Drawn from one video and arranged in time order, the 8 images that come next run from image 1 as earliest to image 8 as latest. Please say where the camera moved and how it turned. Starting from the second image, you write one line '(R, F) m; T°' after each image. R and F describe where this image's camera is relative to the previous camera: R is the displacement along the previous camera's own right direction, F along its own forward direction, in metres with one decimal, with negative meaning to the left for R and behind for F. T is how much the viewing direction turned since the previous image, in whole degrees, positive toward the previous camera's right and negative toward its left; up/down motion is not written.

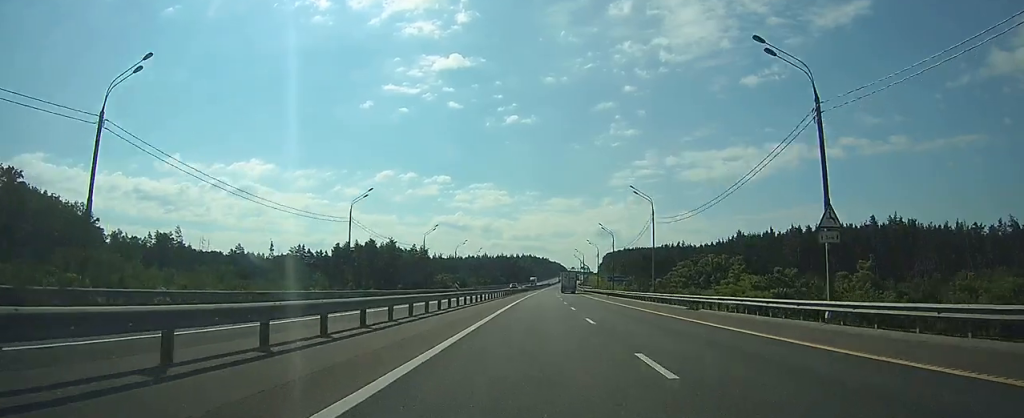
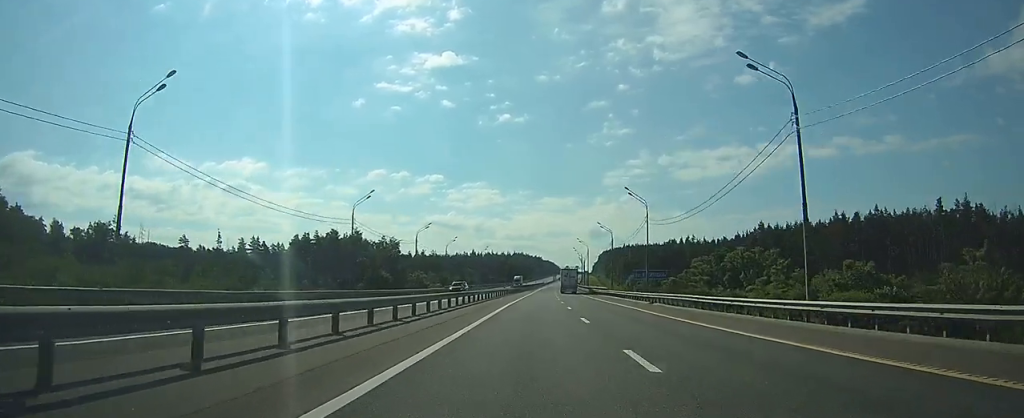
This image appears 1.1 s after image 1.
(+0.4, +35.1) m; +1°
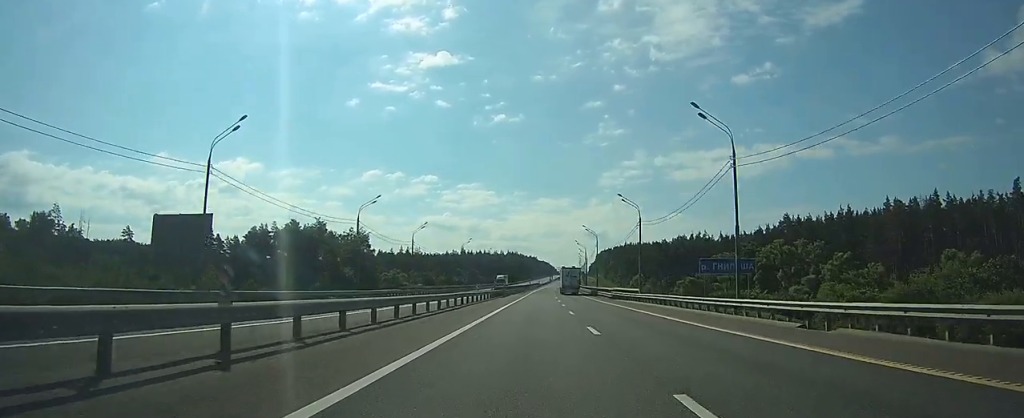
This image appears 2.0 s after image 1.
(+0.1, +28.7) m; 0°
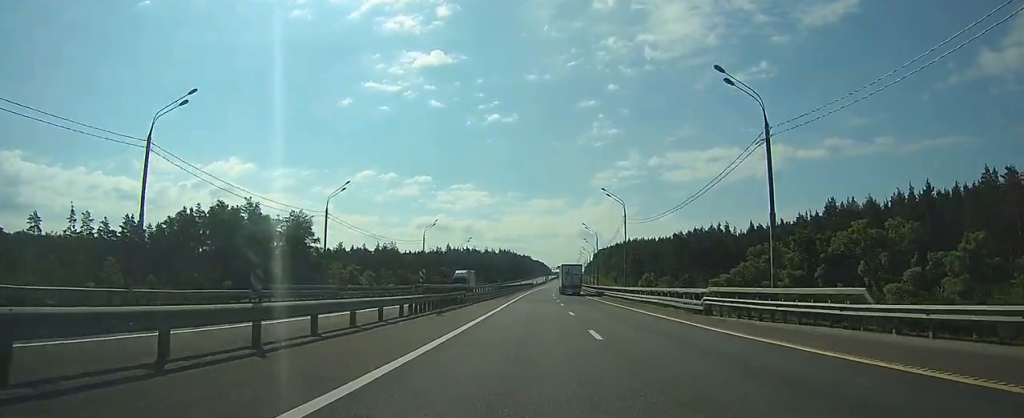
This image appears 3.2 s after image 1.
(+0.1, +37.1) m; +1°
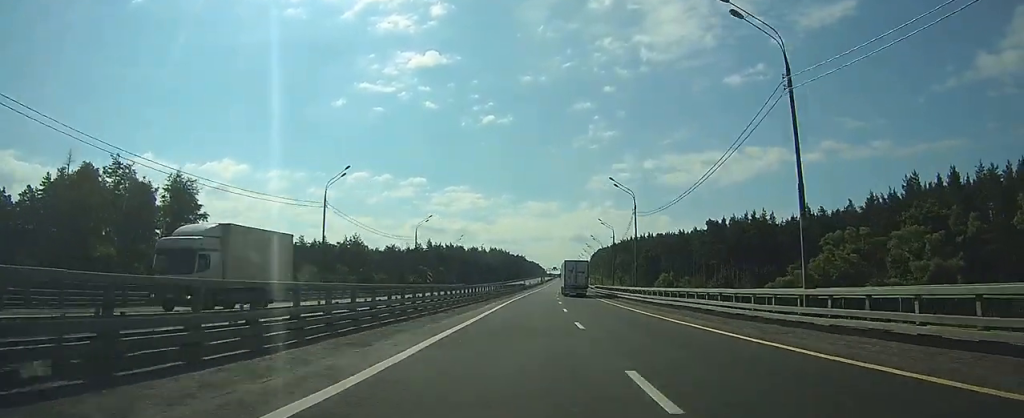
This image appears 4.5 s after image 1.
(+0.3, +42.4) m; 0°
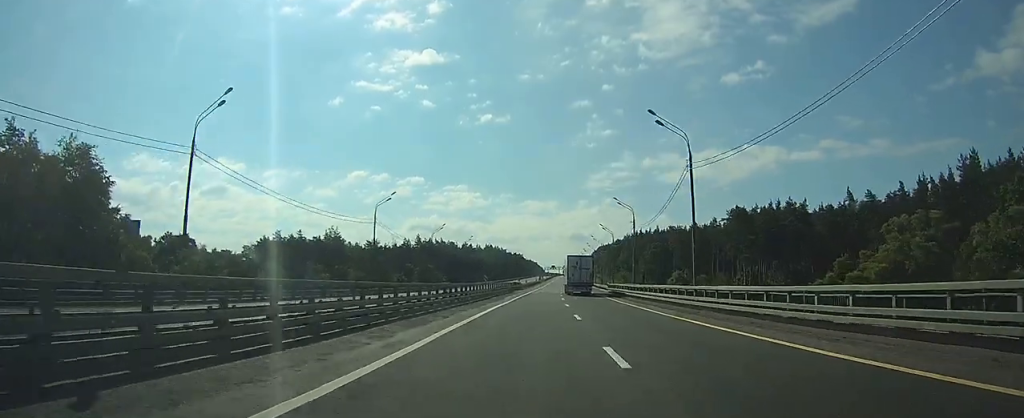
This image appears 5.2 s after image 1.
(-0.1, +21.1) m; 0°
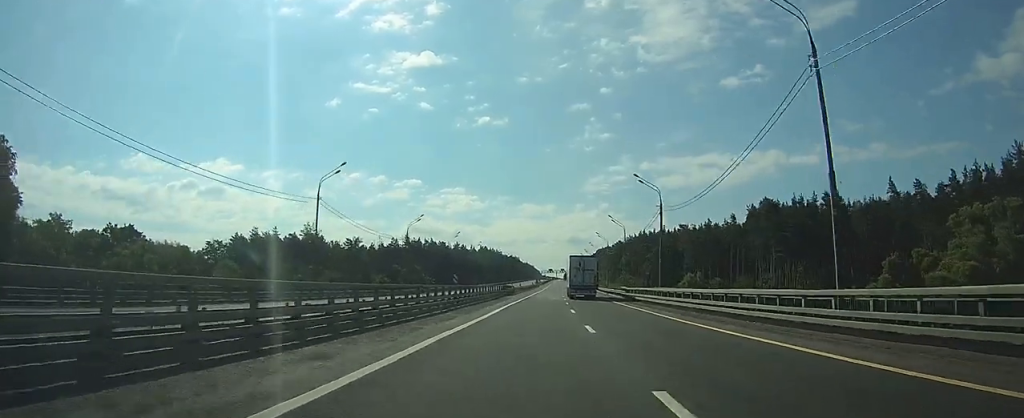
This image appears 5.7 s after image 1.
(+0.1, +16.9) m; 0°
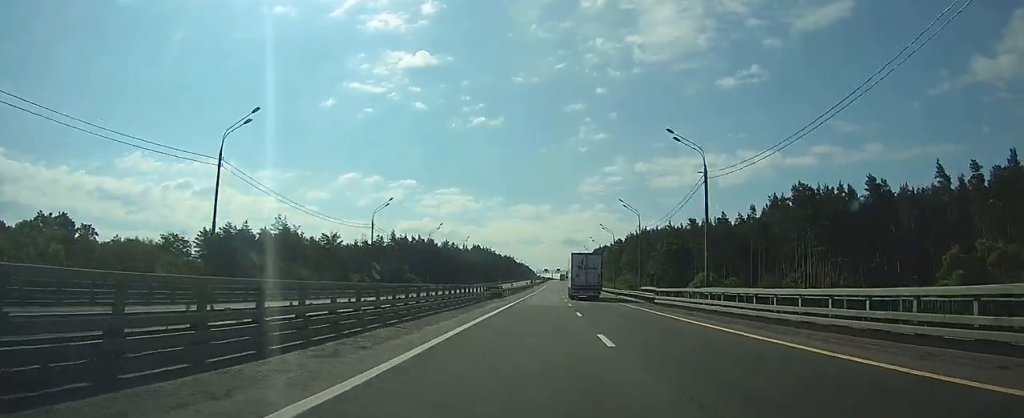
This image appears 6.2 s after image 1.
(+0.1, +15.8) m; 0°
